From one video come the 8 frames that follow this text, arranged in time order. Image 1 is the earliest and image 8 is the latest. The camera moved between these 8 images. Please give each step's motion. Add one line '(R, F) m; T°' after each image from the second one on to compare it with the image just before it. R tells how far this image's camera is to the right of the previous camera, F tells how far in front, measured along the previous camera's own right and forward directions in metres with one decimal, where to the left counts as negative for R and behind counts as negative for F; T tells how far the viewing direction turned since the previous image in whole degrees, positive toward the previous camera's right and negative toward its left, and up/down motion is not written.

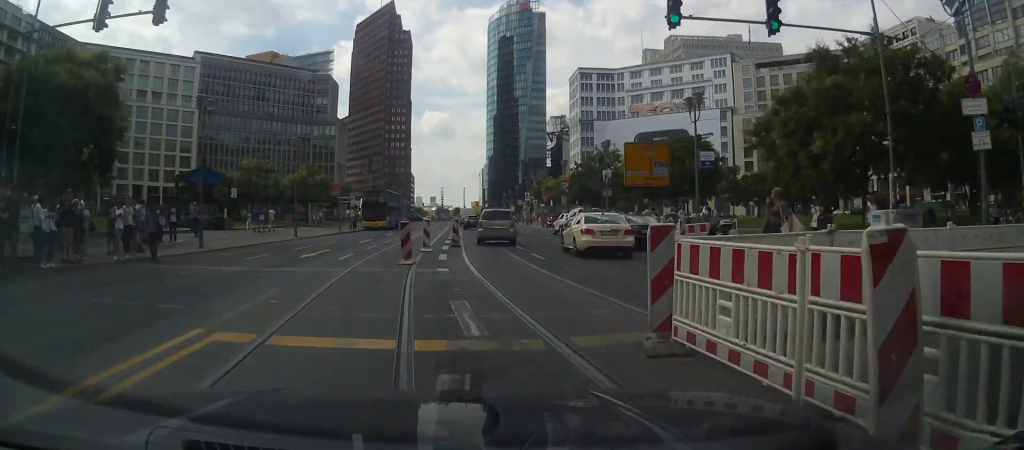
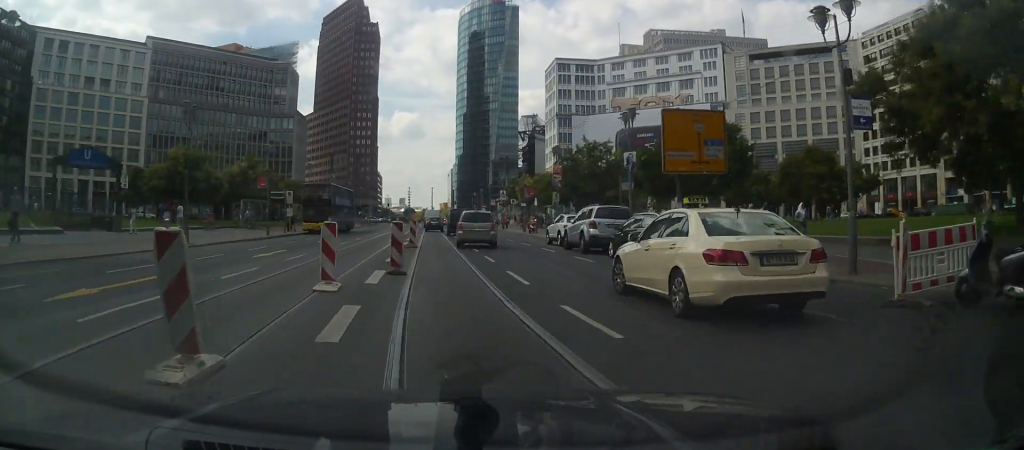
(+0.1, +12.1) m; +2°
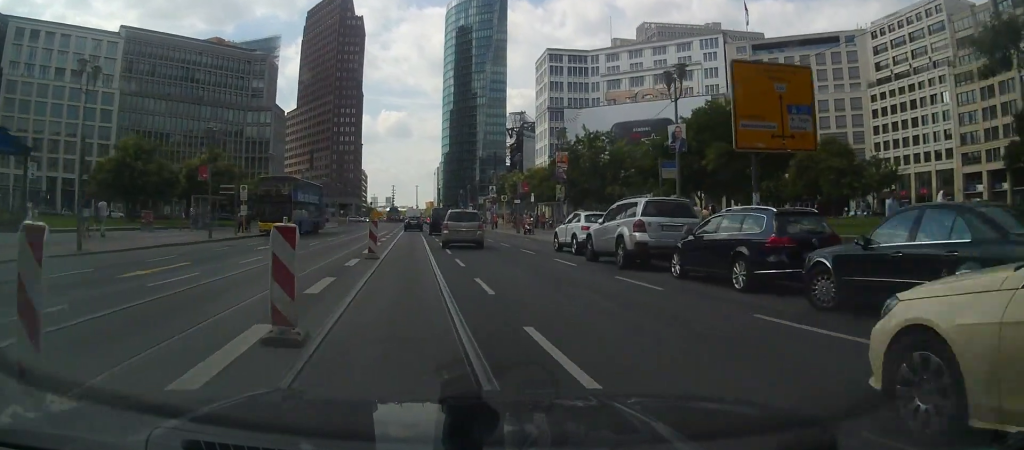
(0.0, +7.7) m; +2°
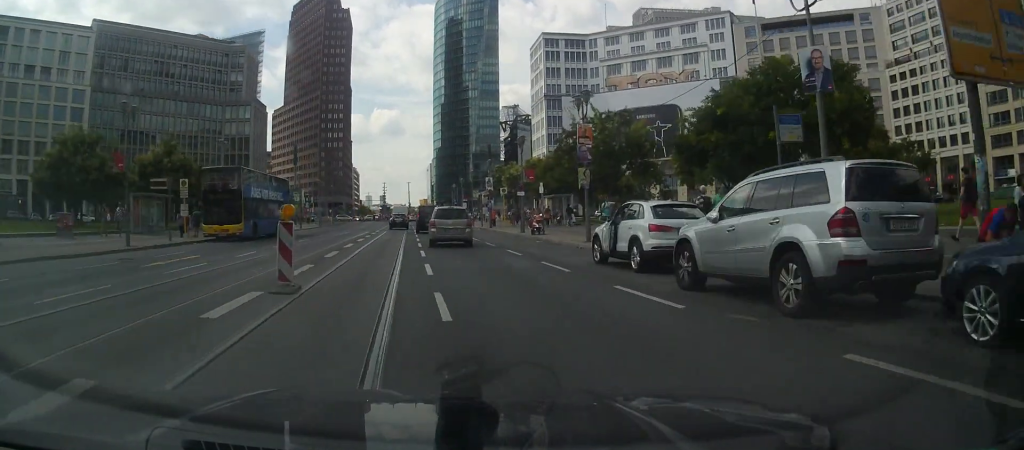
(+0.4, +8.8) m; 0°
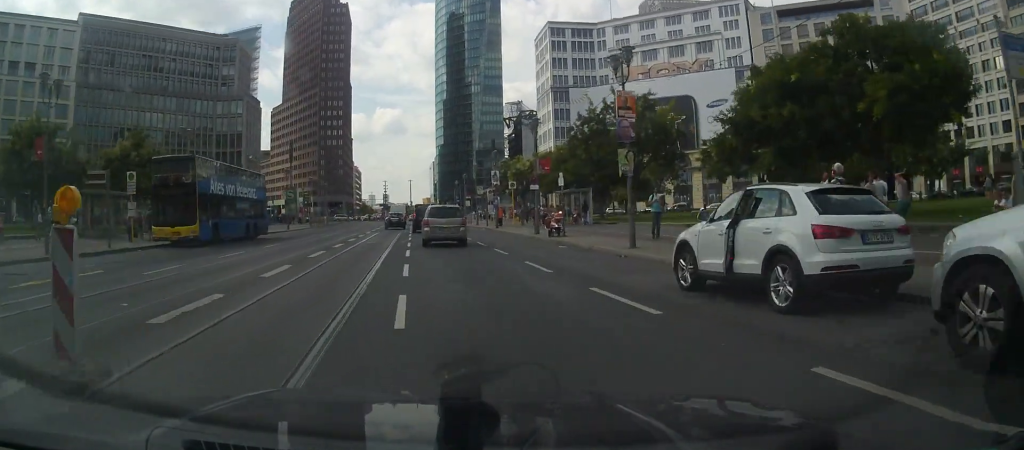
(-0.1, +6.4) m; -1°
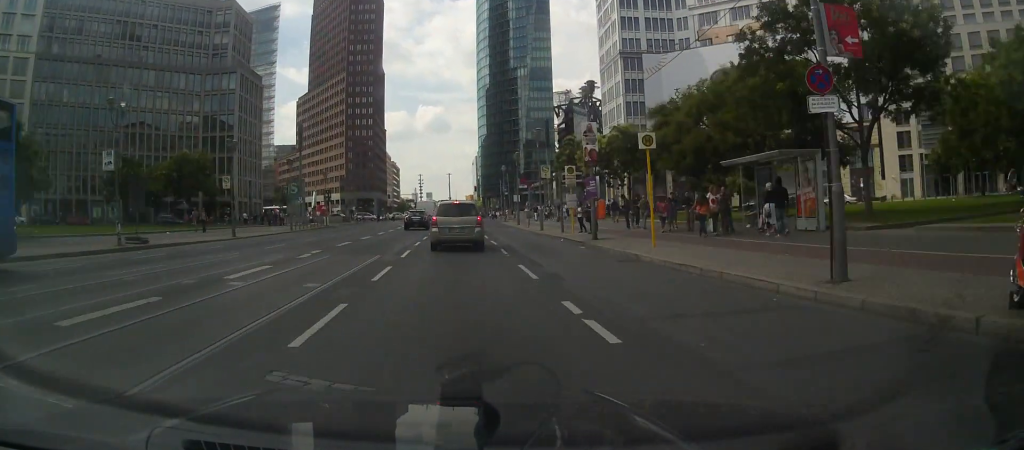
(-0.8, +25.3) m; -2°
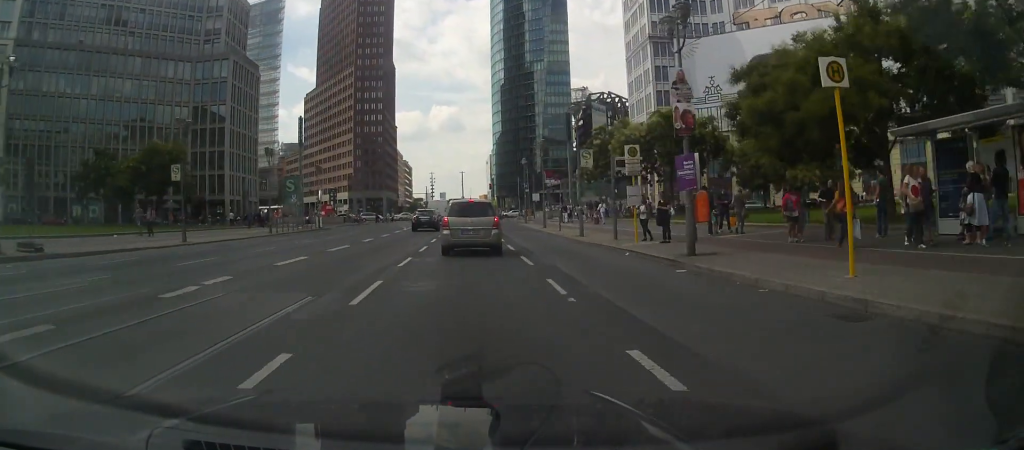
(0.0, +9.4) m; 0°
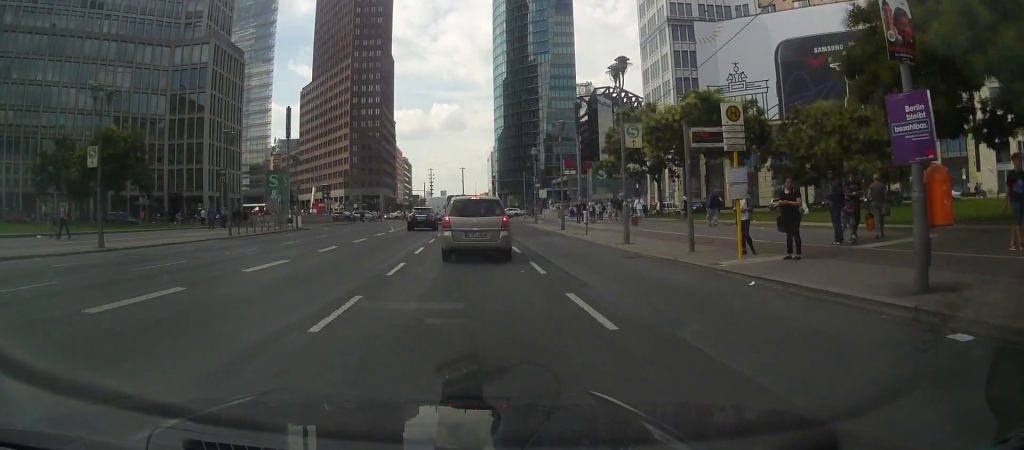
(0.0, +8.4) m; -1°
